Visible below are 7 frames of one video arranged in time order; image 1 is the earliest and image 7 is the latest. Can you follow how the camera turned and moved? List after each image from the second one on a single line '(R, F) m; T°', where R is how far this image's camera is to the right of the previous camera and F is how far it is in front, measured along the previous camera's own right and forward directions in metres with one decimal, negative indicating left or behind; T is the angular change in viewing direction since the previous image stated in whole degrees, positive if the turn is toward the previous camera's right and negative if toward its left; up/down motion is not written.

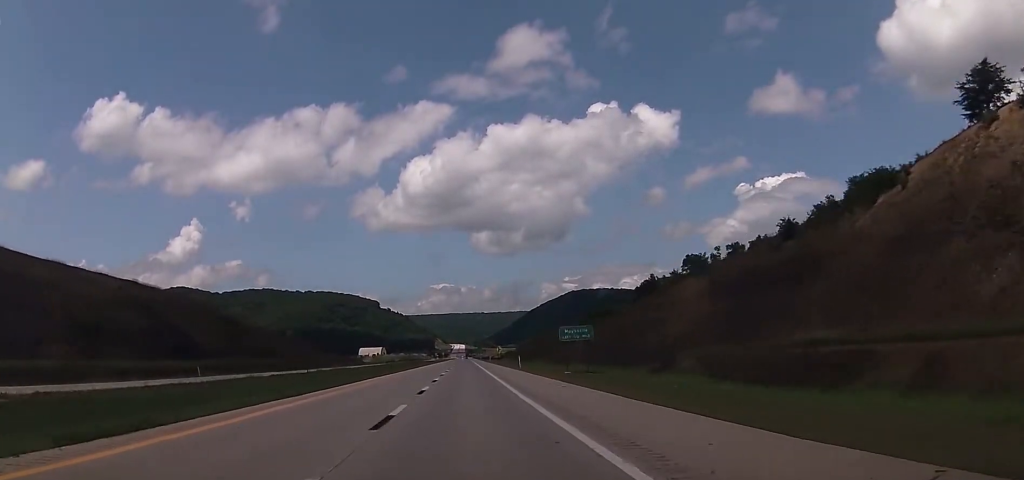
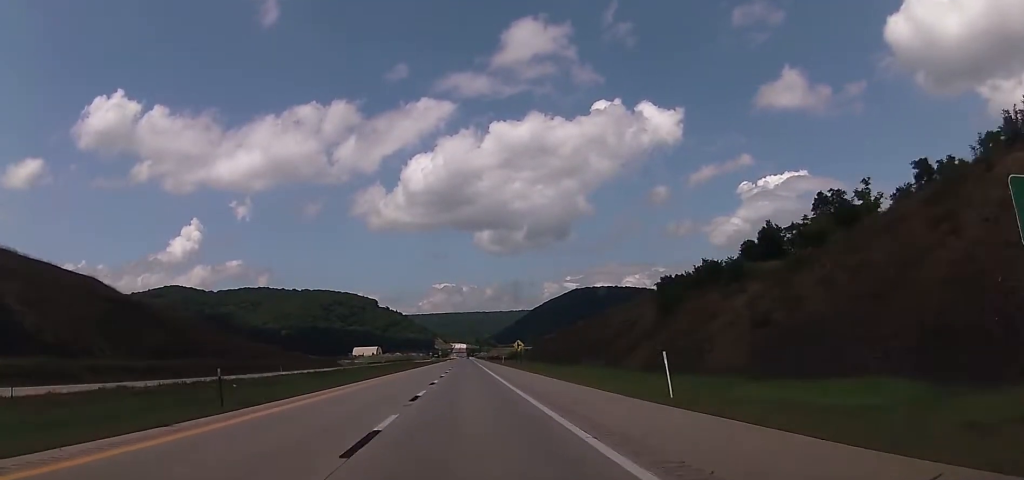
(+0.5, +52.8) m; 0°
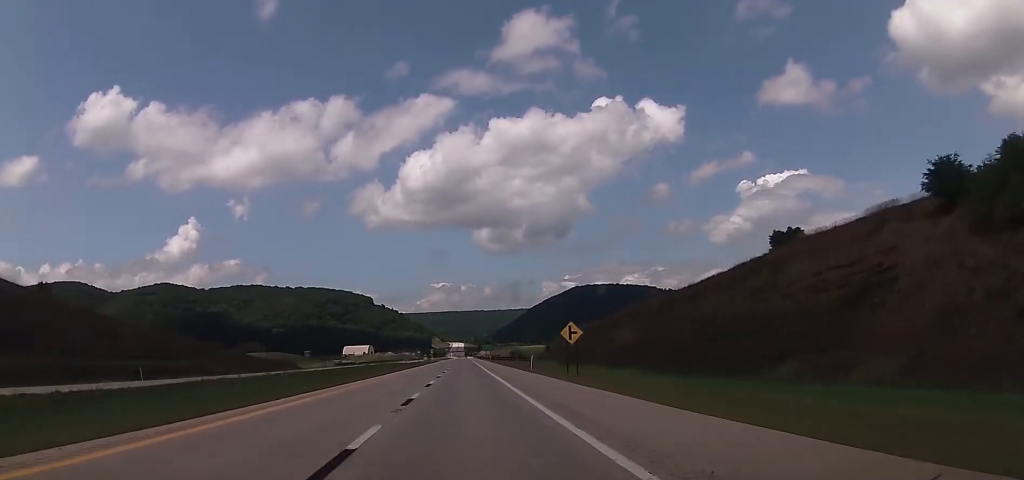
(-0.4, +50.5) m; -1°
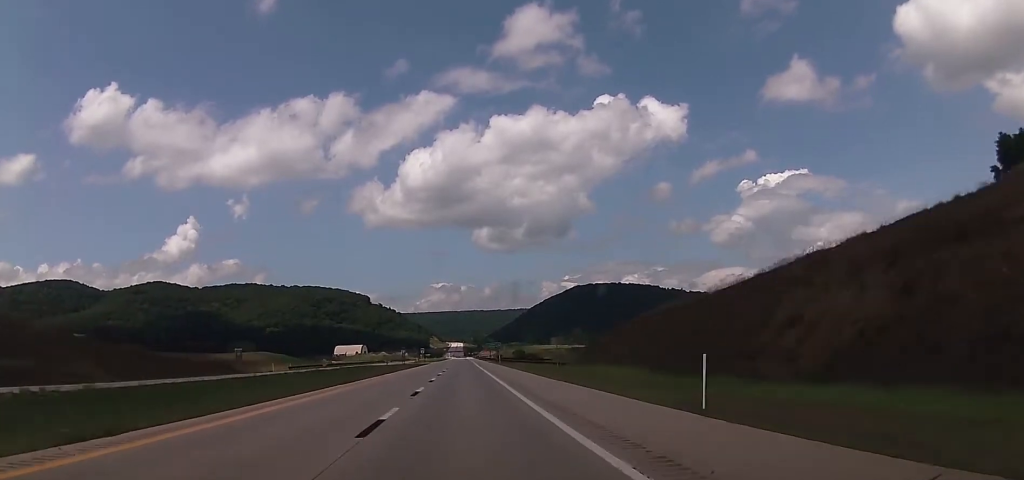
(-0.3, +43.8) m; 0°
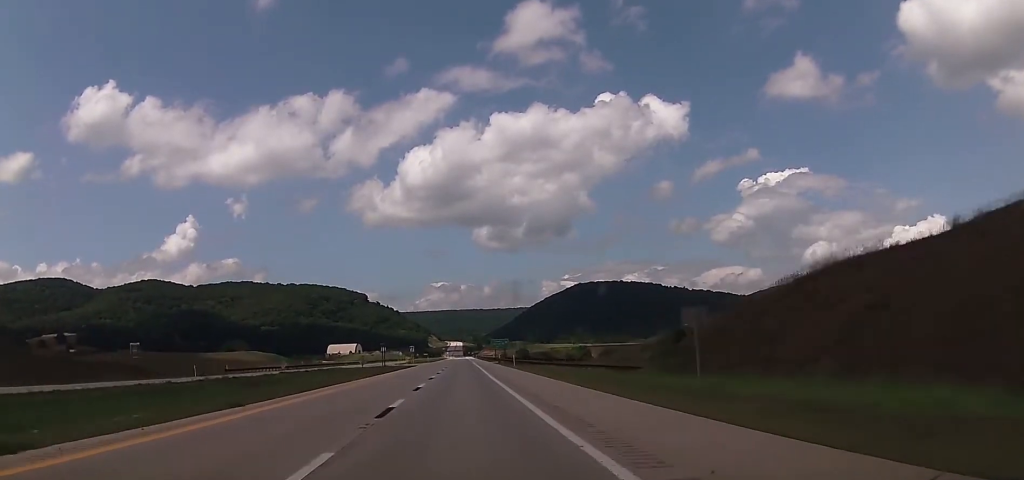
(+0.4, +32.9) m; +1°
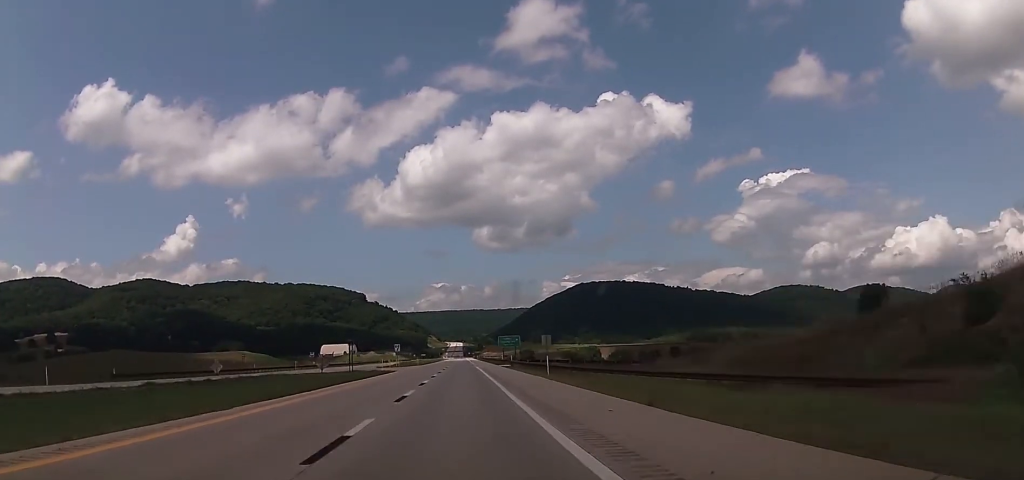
(-0.1, +30.8) m; 0°
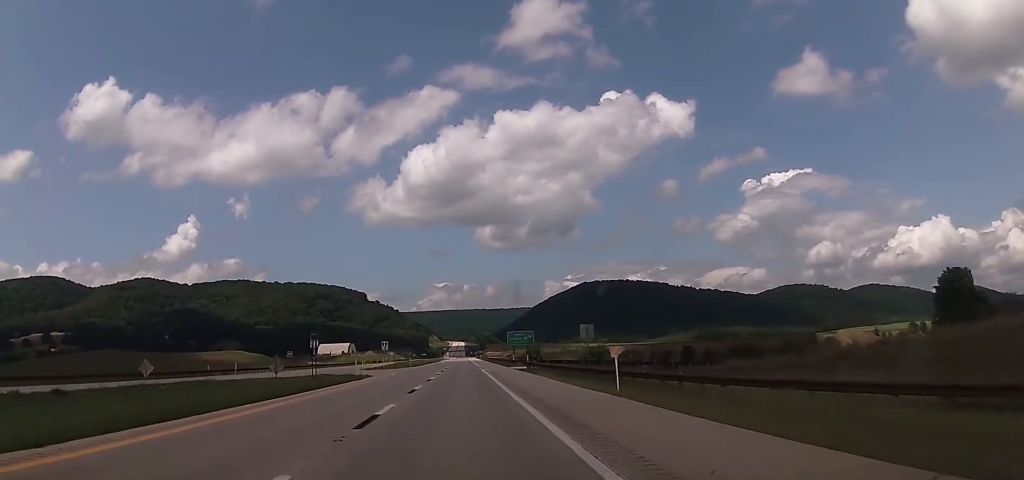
(-0.1, +19.8) m; 0°
